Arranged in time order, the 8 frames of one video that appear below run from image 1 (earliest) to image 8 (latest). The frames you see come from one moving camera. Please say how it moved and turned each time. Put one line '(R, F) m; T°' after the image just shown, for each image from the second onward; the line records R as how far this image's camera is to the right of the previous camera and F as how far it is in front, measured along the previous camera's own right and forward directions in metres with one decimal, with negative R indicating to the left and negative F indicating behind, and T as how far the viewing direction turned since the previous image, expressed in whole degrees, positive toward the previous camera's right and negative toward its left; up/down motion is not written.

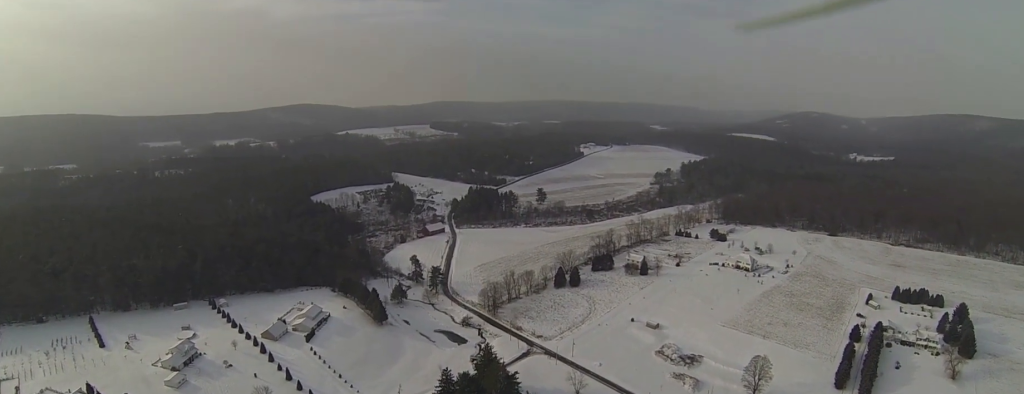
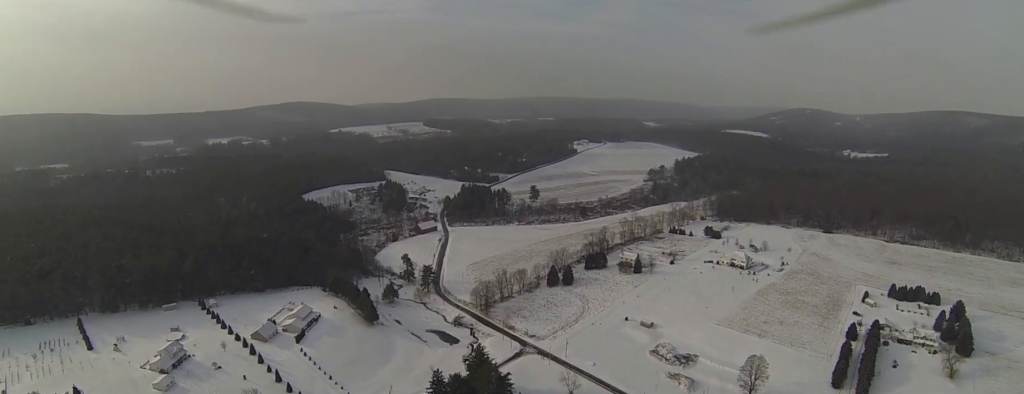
(-0.5, +4.4) m; -1°
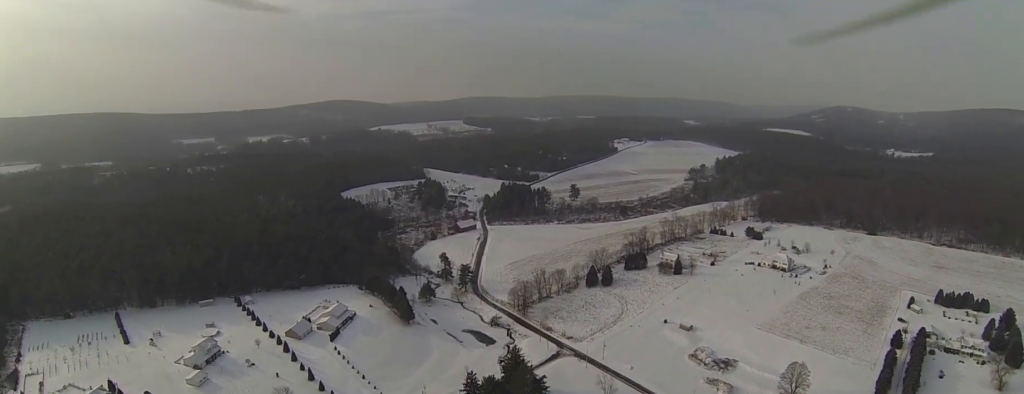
(0.0, +4.4) m; 0°
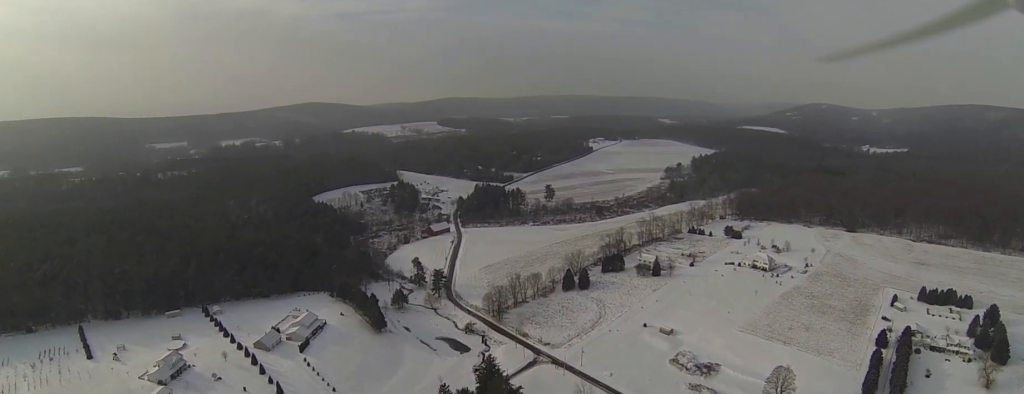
(+0.4, +8.5) m; +2°
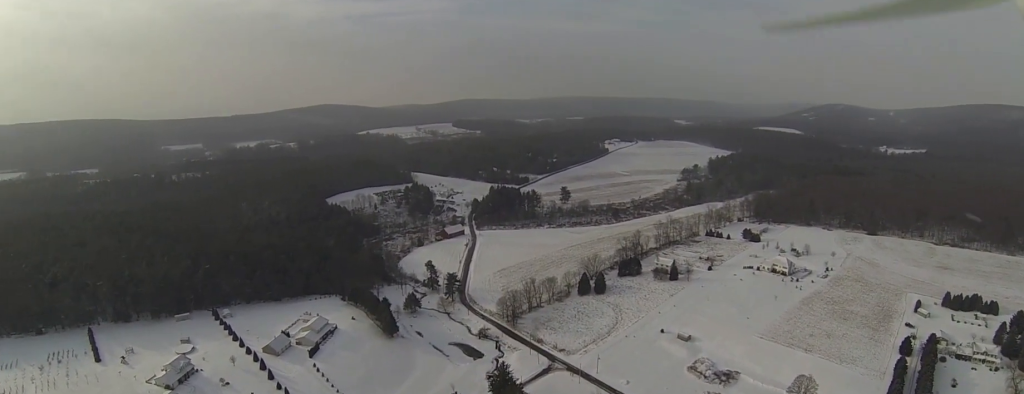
(-0.1, +6.0) m; -1°
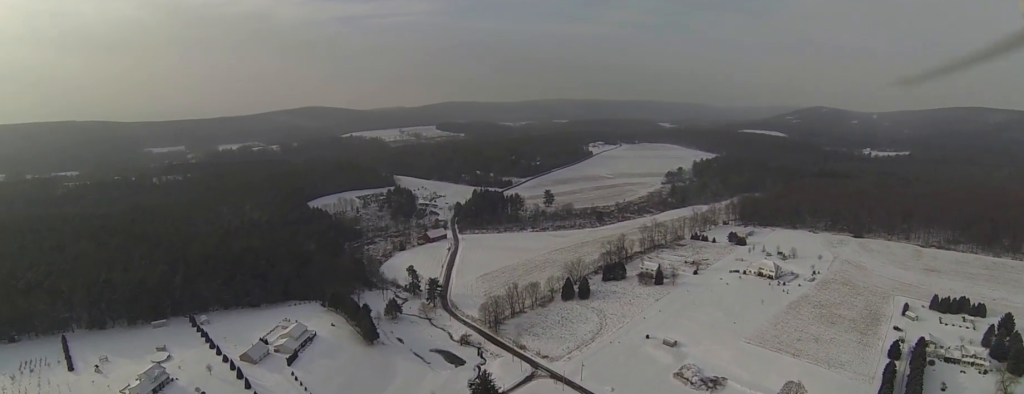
(0.0, +5.1) m; +1°
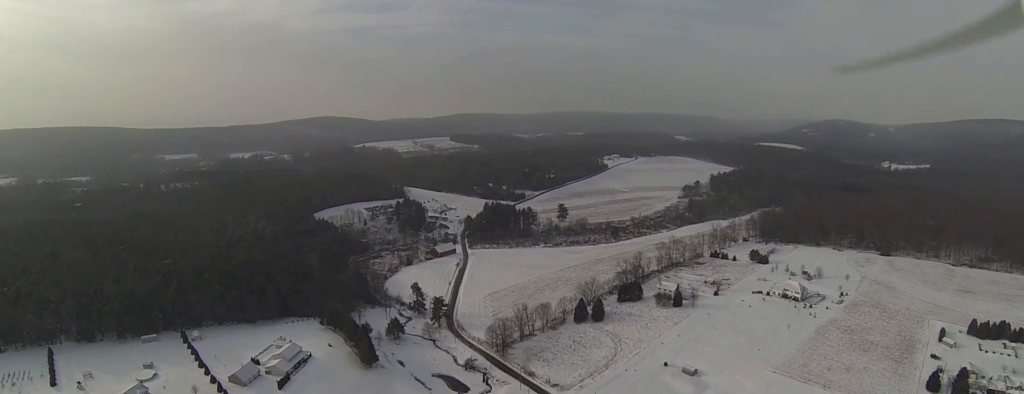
(+1.0, +16.6) m; +7°
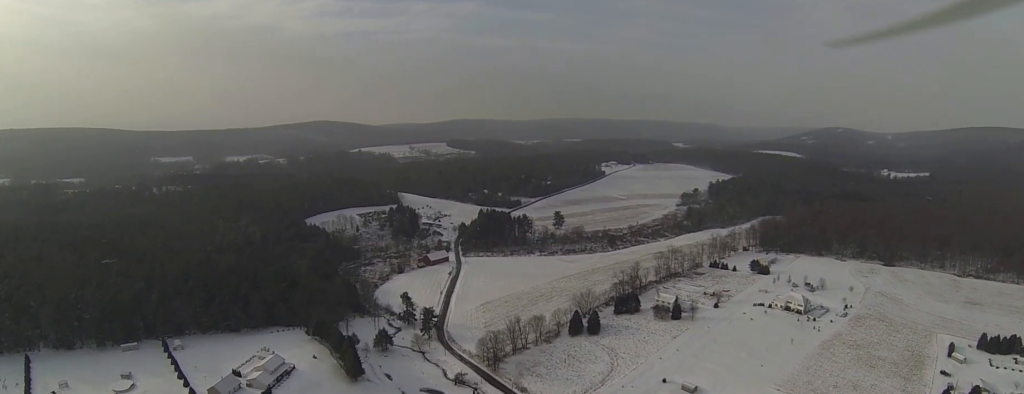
(+0.2, +9.4) m; -3°
